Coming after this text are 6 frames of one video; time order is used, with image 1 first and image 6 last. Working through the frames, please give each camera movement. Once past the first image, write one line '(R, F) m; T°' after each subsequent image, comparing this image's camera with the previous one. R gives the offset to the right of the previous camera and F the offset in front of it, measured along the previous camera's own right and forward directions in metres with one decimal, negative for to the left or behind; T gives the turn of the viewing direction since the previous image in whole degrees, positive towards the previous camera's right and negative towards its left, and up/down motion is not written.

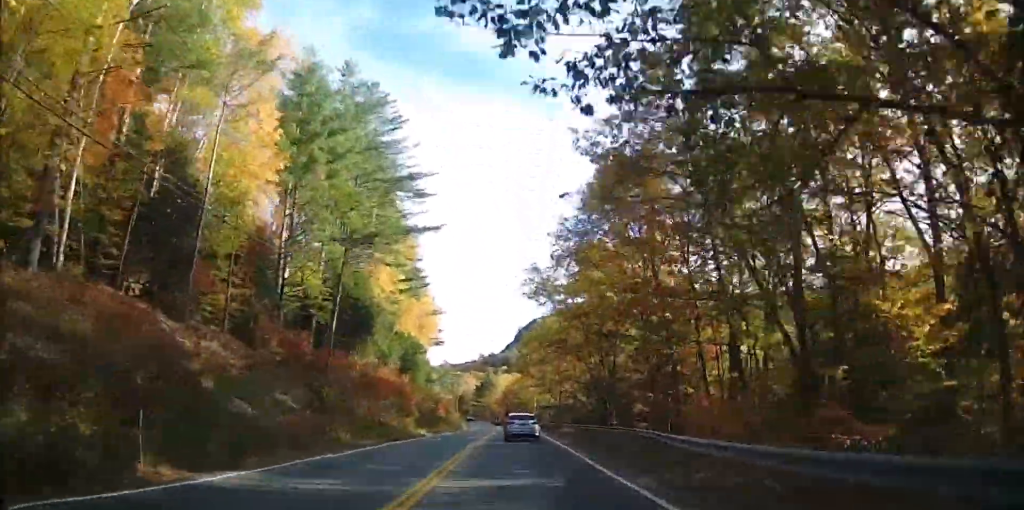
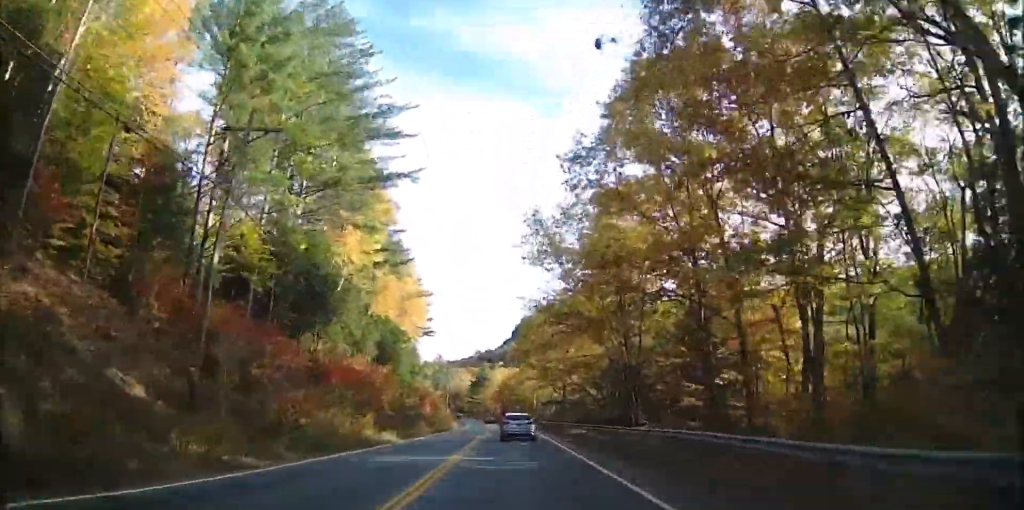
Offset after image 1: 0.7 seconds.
(0.0, +11.7) m; 0°
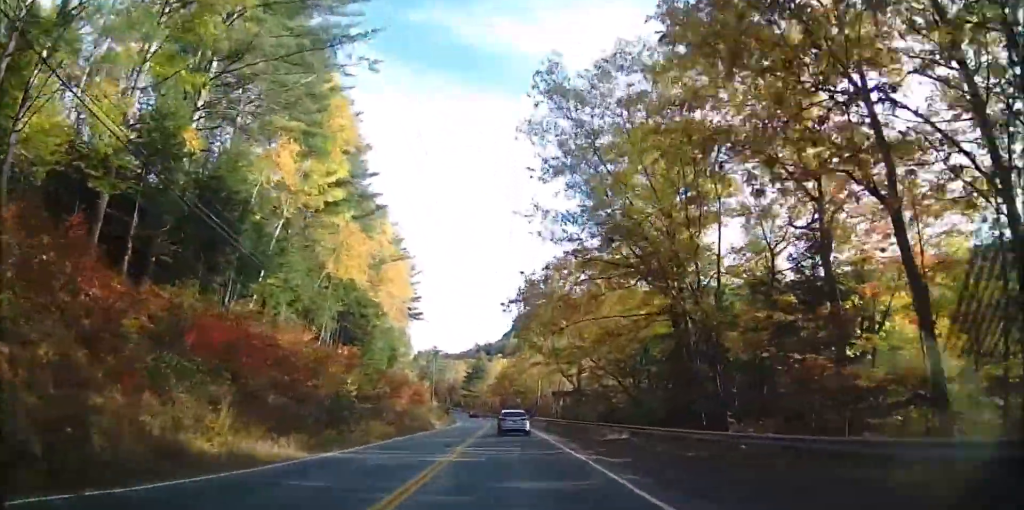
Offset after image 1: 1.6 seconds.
(0.0, +15.7) m; 0°
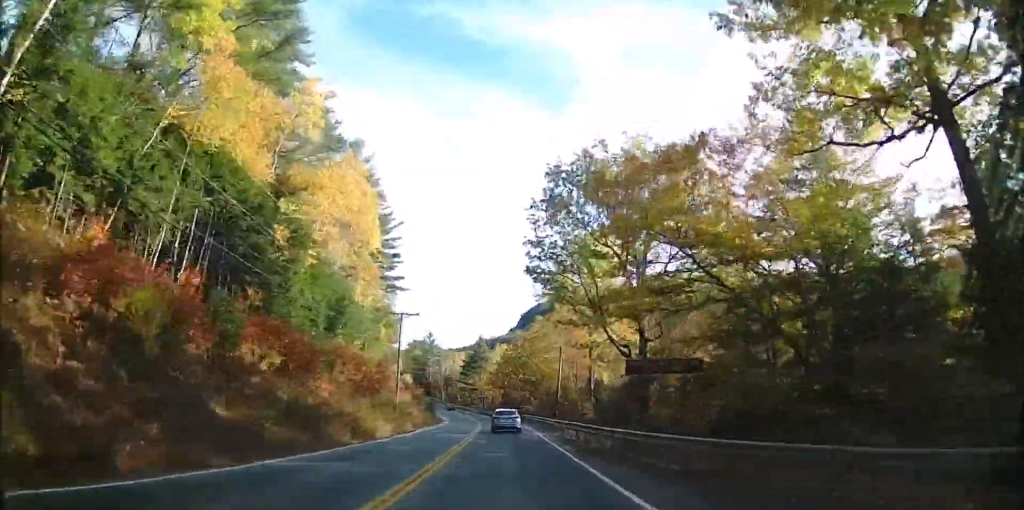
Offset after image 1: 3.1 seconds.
(+0.1, +26.0) m; +1°
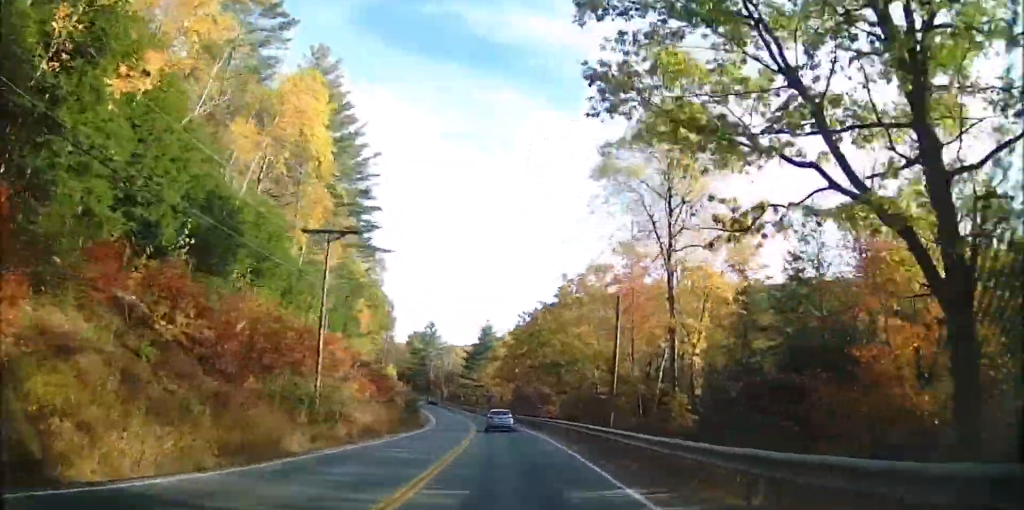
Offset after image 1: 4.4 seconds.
(0.0, +23.3) m; -1°
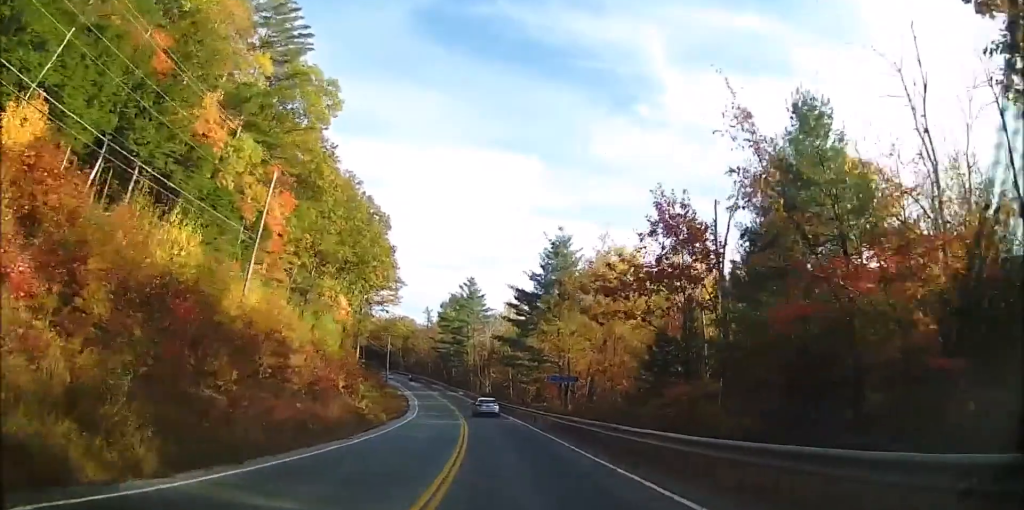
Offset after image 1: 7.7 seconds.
(-1.6, +58.1) m; -4°
